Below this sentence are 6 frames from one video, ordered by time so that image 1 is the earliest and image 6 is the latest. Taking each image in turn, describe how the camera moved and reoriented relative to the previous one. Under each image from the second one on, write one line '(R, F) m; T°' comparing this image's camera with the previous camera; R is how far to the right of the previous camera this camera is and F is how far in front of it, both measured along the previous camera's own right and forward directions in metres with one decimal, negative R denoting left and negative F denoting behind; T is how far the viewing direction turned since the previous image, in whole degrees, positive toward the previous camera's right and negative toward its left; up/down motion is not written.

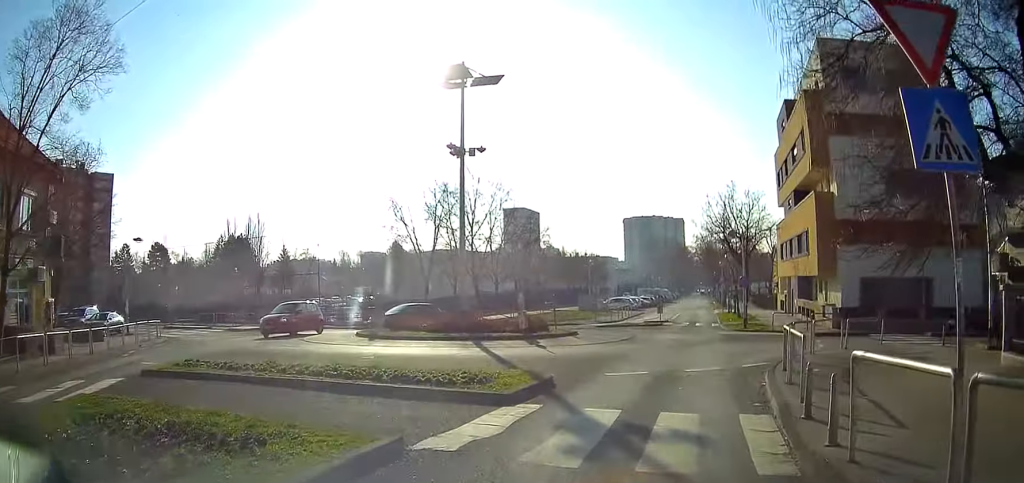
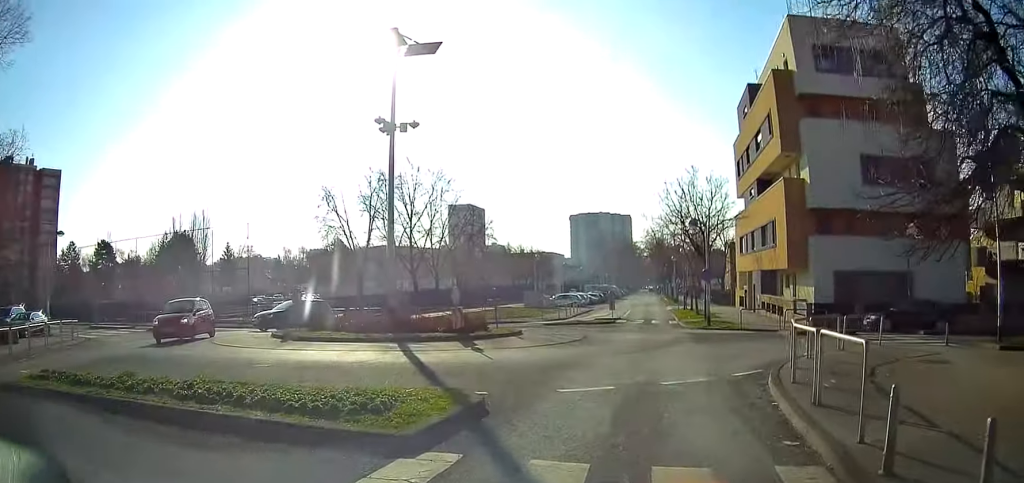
(+0.2, +2.8) m; +6°
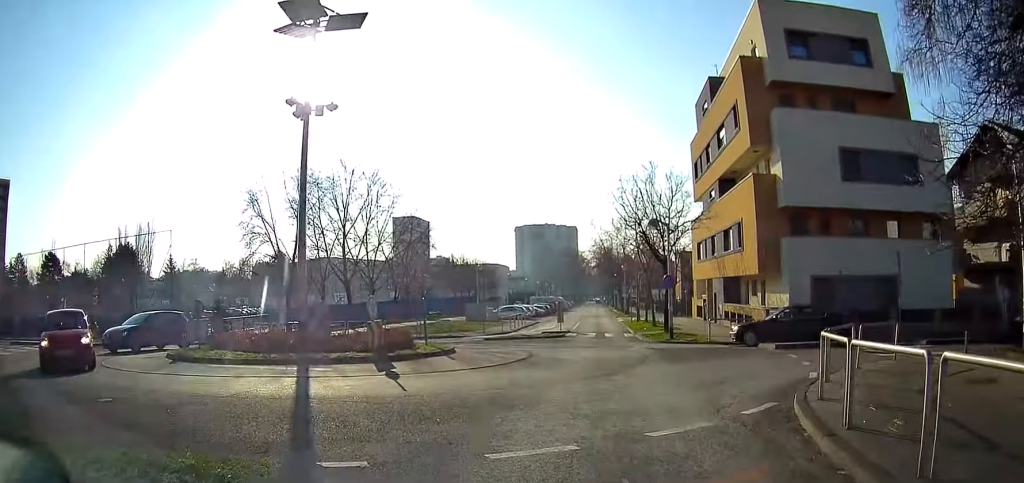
(+0.5, +3.3) m; +3°
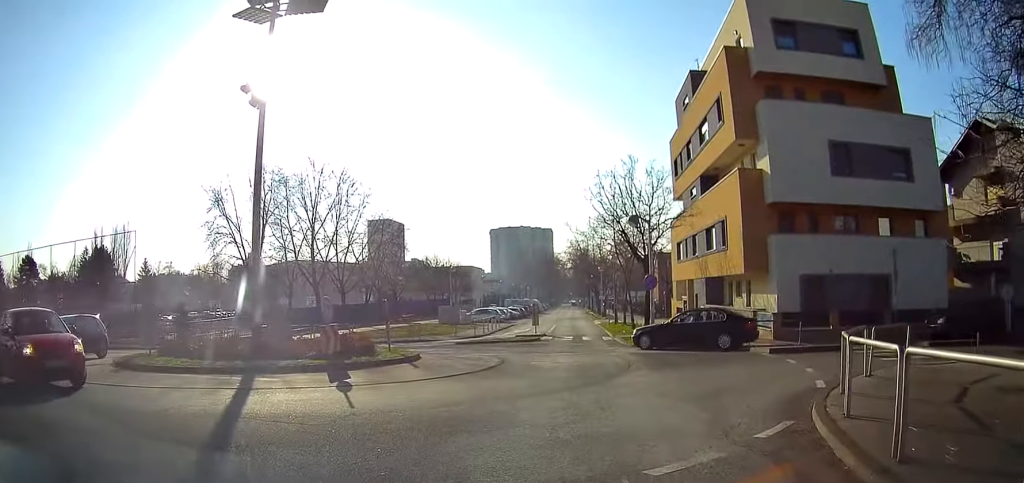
(-0.2, +0.3) m; 0°
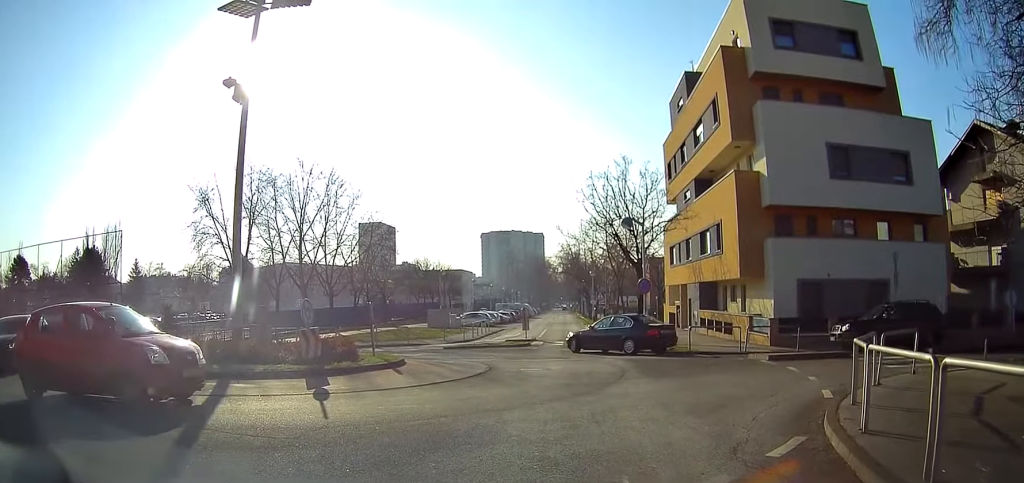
(-0.2, +0.4) m; 0°
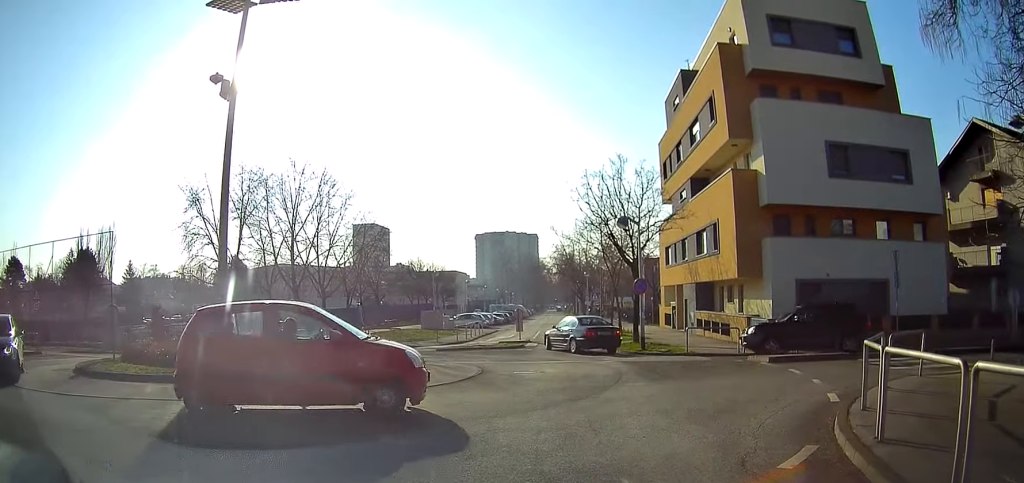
(0.0, +0.5) m; 0°
